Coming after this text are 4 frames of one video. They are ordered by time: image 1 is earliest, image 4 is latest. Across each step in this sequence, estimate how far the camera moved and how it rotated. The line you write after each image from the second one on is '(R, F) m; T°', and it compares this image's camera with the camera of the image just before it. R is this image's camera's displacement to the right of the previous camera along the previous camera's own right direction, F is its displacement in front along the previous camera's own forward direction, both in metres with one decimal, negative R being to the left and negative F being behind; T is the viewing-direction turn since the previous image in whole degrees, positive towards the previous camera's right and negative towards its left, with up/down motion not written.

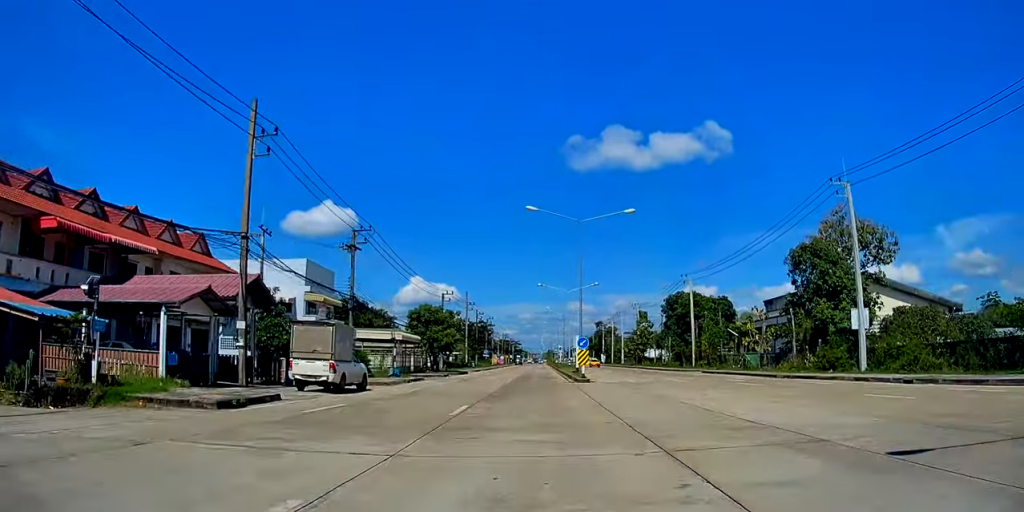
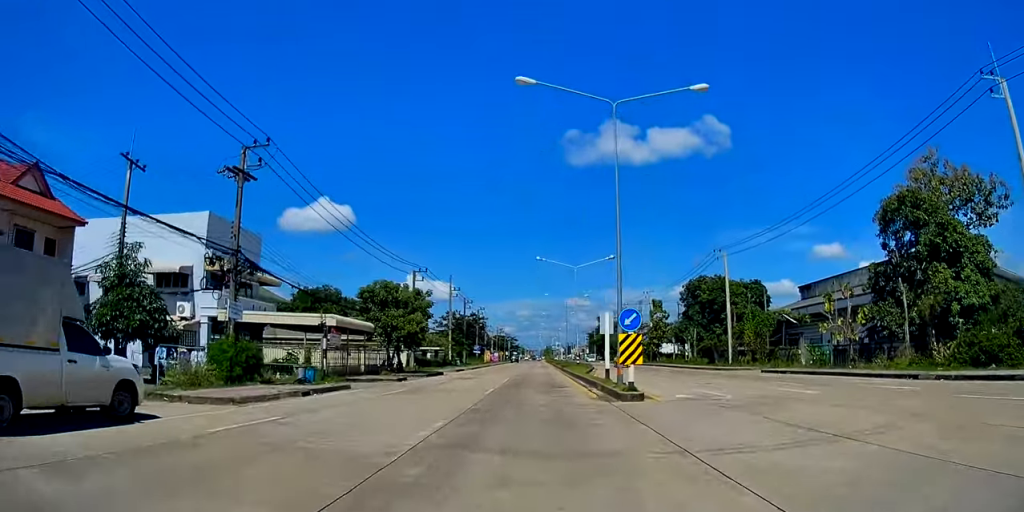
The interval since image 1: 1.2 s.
(+0.8, +16.9) m; +3°
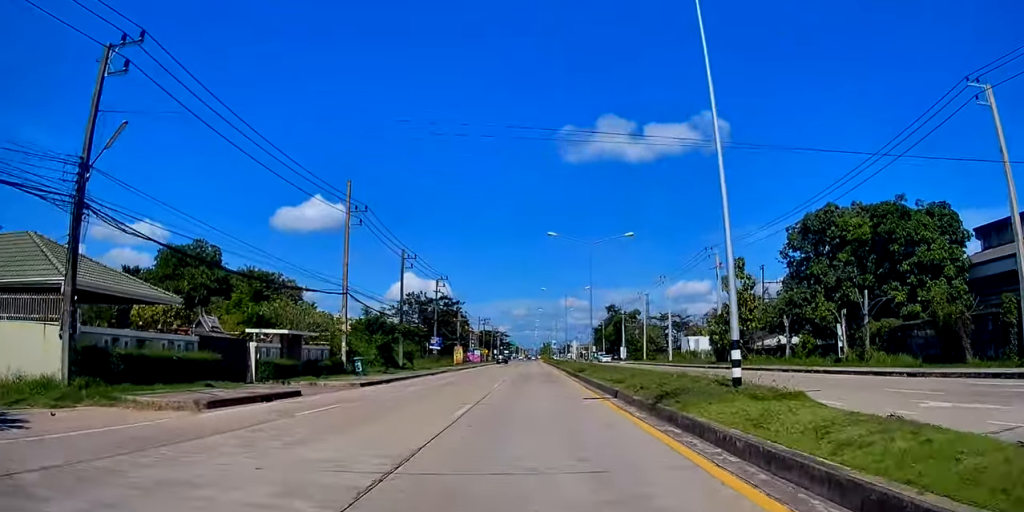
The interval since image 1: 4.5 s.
(-0.3, +45.3) m; -1°
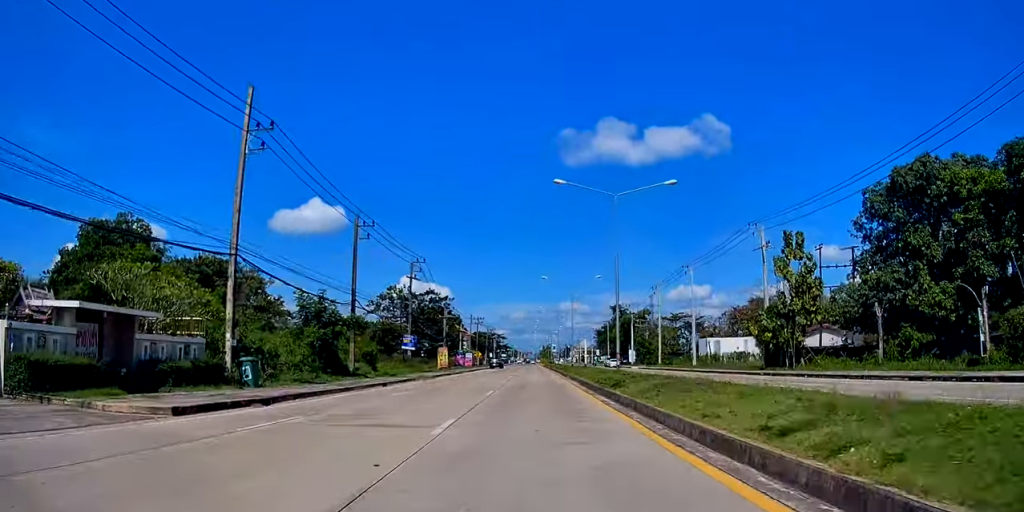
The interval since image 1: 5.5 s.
(0.0, +14.6) m; 0°
